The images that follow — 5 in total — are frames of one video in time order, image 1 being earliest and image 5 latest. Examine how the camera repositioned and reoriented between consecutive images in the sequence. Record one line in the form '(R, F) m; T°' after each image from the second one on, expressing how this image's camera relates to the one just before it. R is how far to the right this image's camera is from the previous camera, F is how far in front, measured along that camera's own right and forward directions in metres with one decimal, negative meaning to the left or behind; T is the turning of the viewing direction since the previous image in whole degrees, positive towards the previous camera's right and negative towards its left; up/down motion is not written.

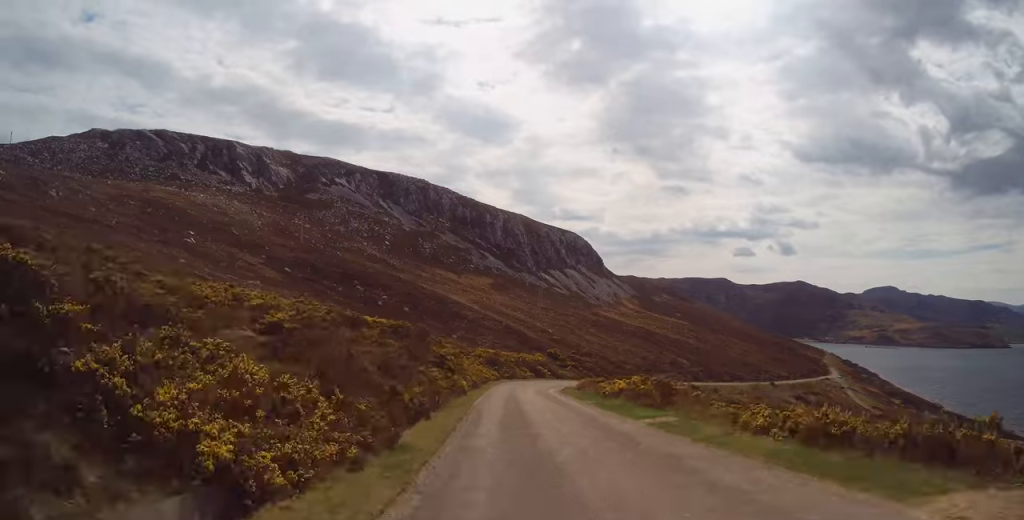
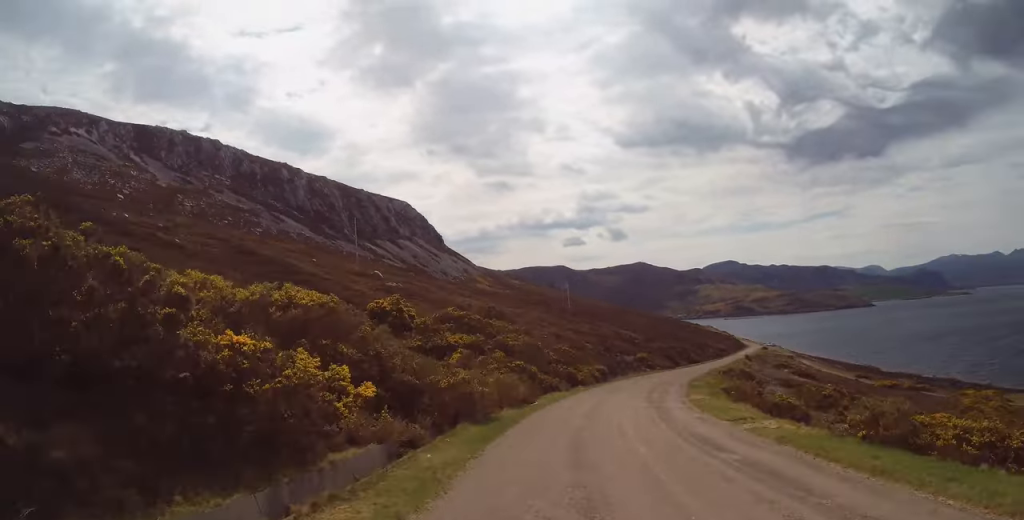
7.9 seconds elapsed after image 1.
(+14.0, +100.2) m; +21°
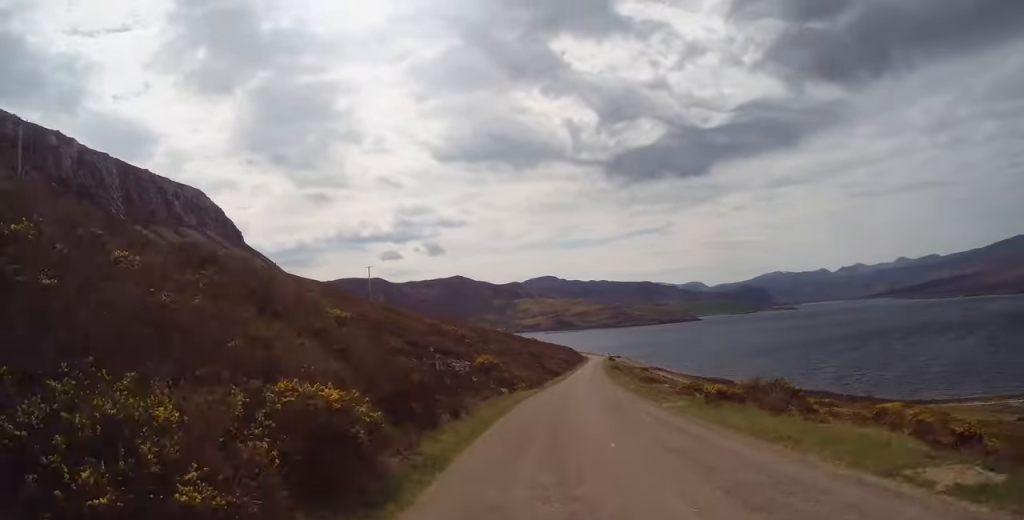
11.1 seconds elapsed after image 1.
(+4.4, +43.6) m; +8°
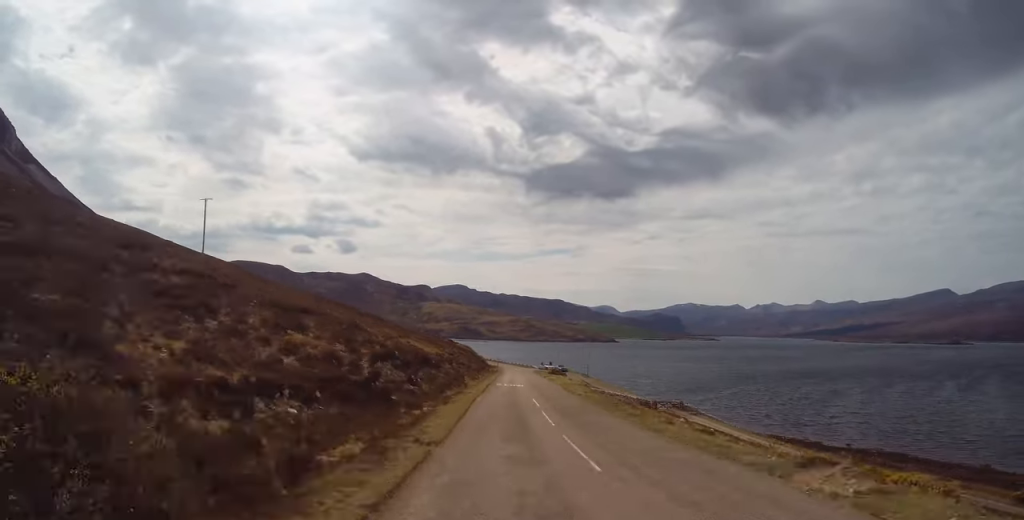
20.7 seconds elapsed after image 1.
(+11.2, +137.6) m; +6°
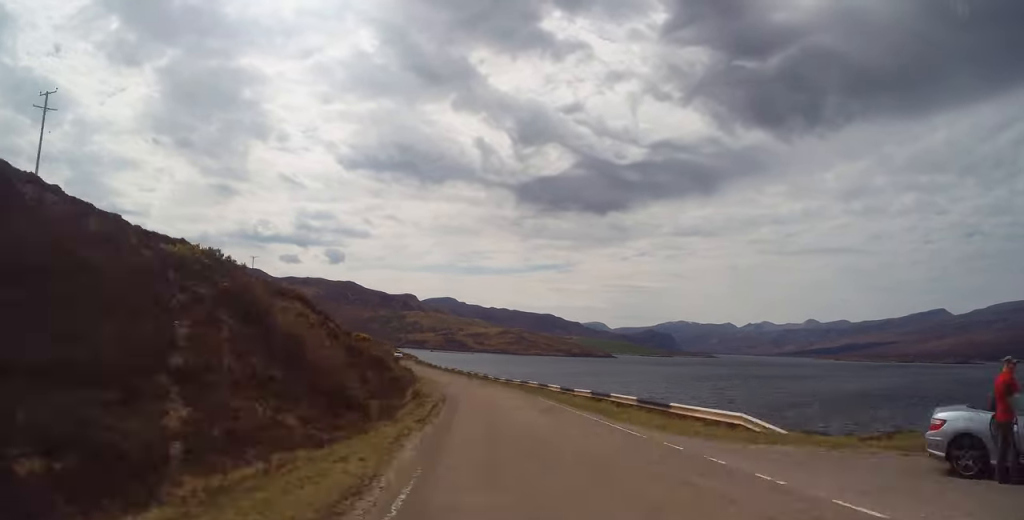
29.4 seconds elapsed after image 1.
(+0.7, +123.2) m; -4°
